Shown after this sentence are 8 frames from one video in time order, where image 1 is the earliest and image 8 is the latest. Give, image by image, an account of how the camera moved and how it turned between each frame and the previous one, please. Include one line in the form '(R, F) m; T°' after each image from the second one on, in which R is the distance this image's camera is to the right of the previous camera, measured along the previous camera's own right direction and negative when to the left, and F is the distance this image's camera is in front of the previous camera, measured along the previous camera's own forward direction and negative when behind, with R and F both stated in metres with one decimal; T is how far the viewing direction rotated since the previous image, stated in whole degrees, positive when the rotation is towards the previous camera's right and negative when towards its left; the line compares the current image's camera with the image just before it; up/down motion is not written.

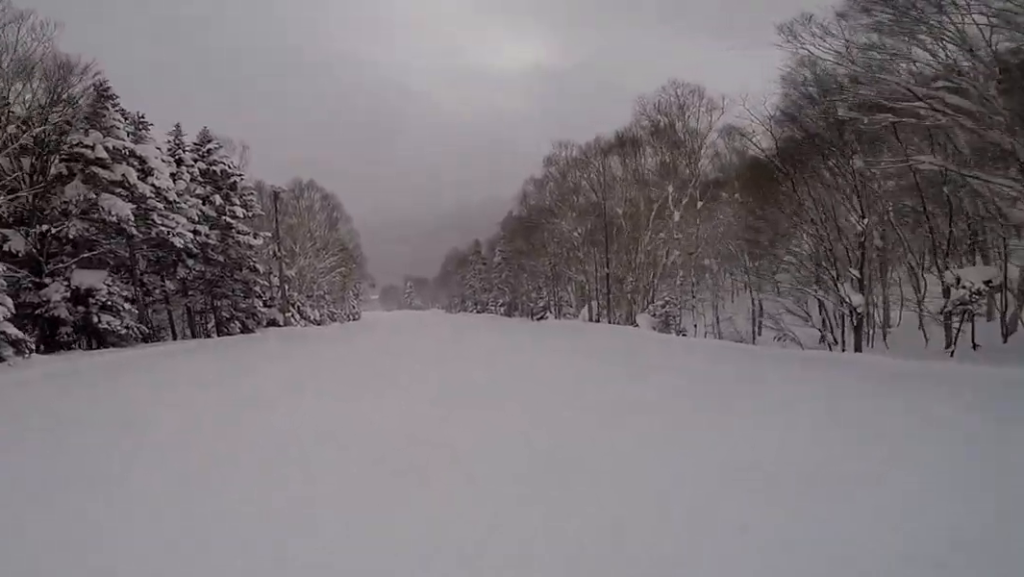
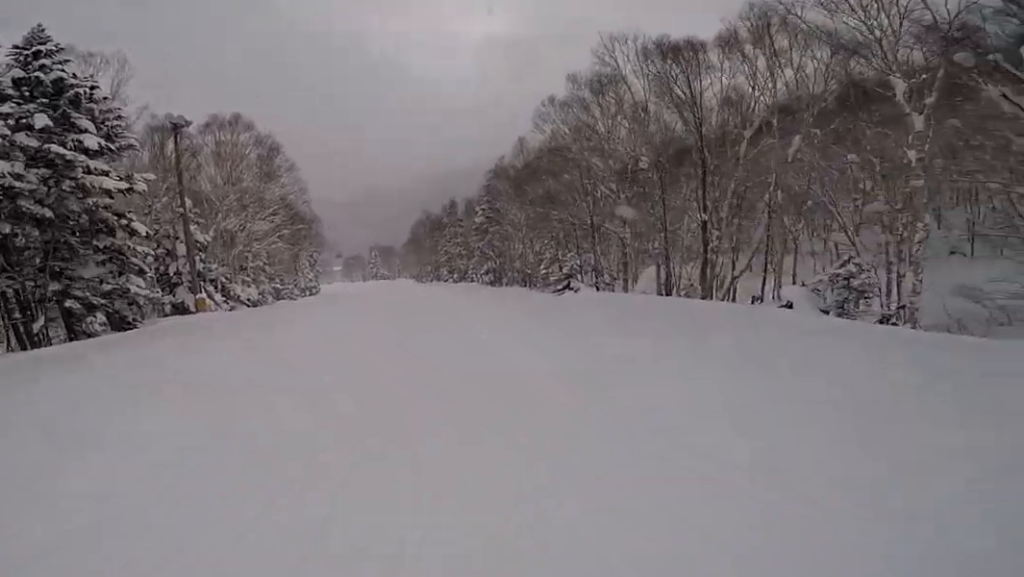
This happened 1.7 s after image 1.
(+0.9, +12.5) m; +1°
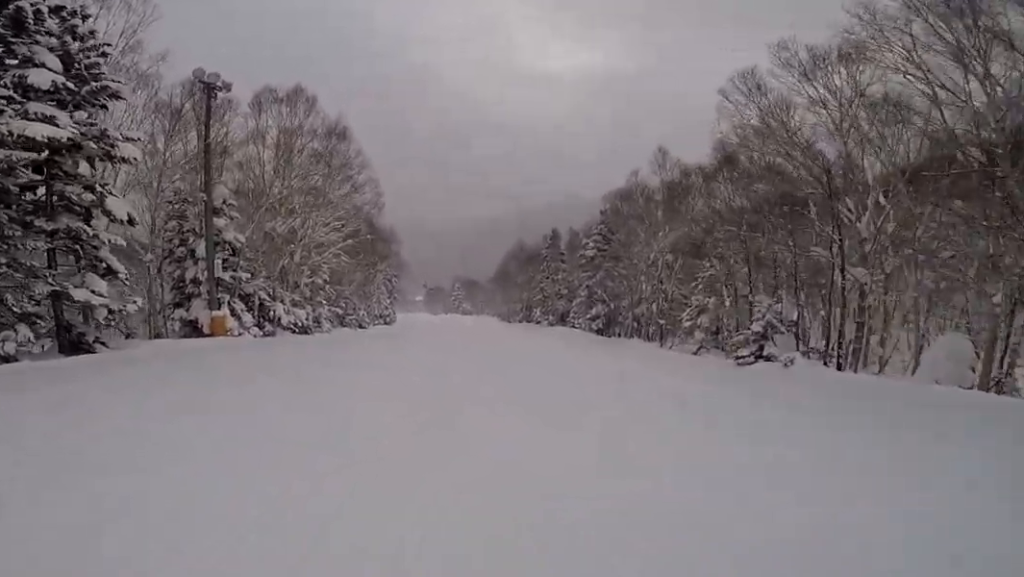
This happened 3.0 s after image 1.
(-1.6, +9.4) m; -4°
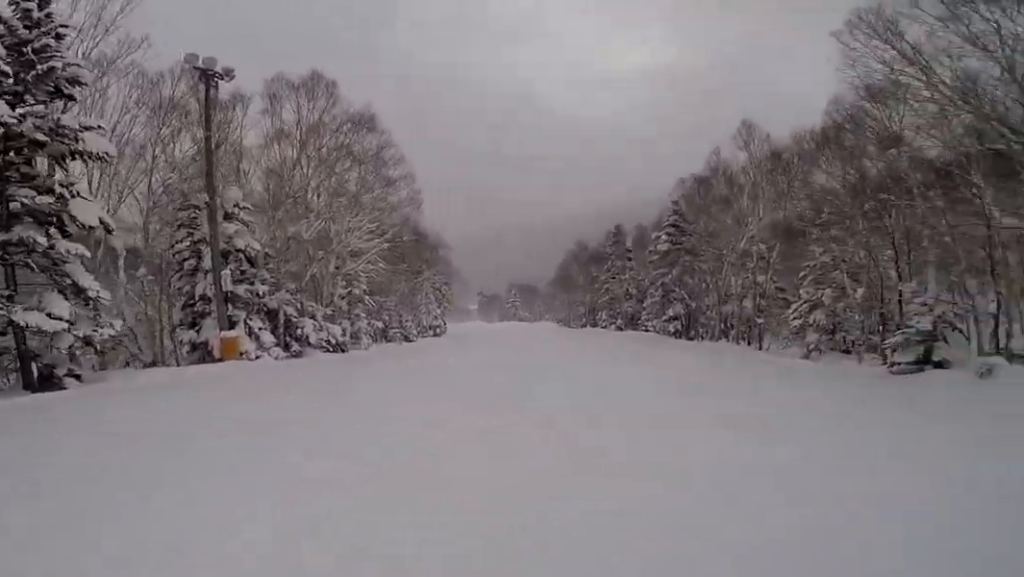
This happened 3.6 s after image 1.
(-0.1, +4.1) m; +4°
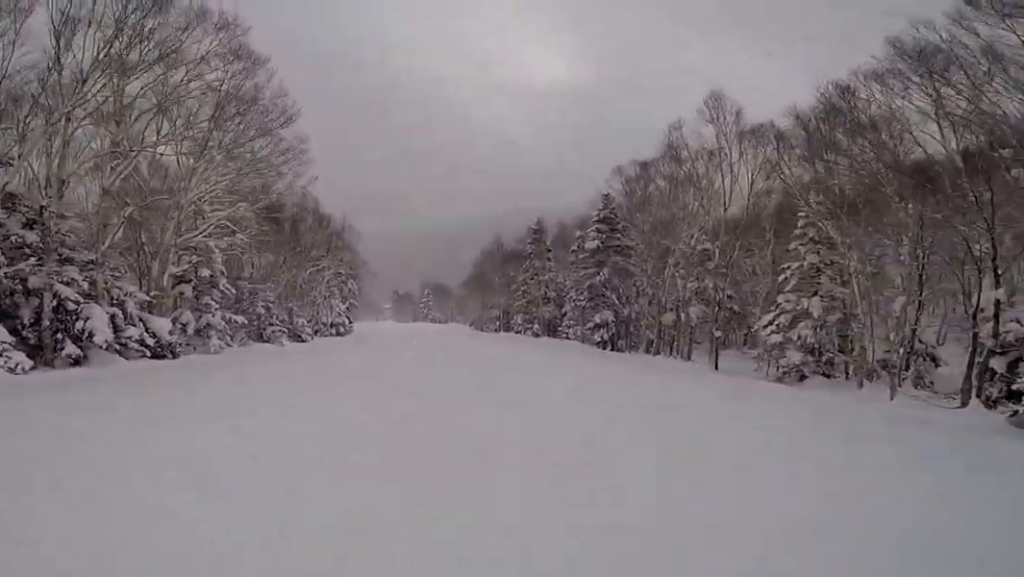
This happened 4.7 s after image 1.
(+1.2, +8.0) m; 0°
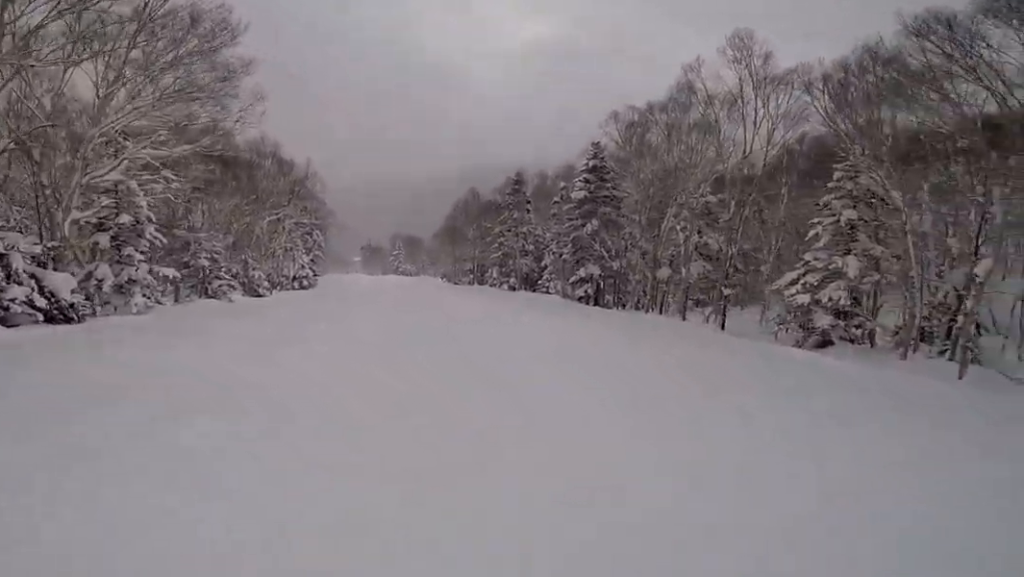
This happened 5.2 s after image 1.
(-0.3, +3.5) m; -7°
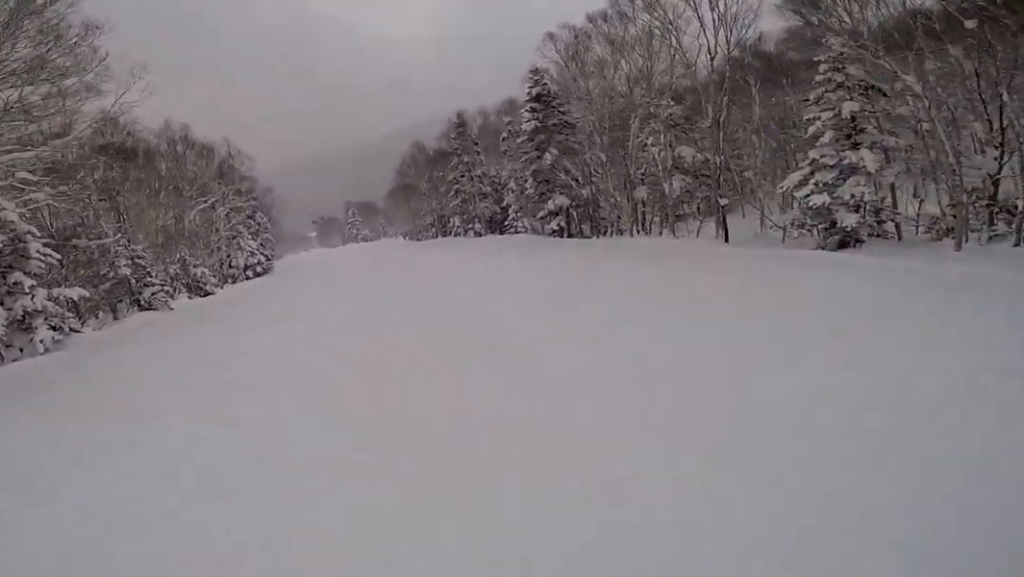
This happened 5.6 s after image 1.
(-0.2, +3.1) m; -2°
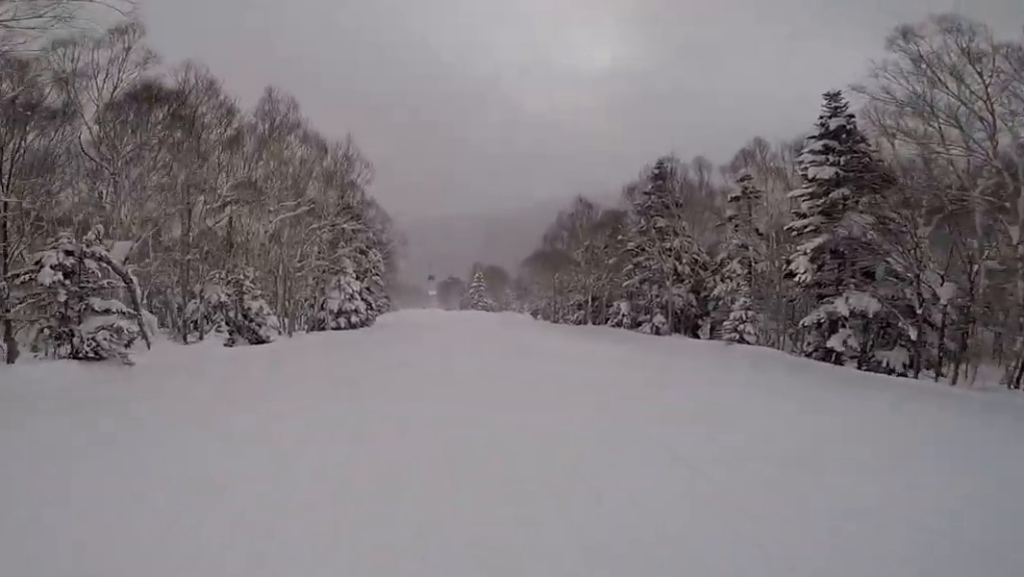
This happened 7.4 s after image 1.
(+0.9, +13.7) m; +7°
